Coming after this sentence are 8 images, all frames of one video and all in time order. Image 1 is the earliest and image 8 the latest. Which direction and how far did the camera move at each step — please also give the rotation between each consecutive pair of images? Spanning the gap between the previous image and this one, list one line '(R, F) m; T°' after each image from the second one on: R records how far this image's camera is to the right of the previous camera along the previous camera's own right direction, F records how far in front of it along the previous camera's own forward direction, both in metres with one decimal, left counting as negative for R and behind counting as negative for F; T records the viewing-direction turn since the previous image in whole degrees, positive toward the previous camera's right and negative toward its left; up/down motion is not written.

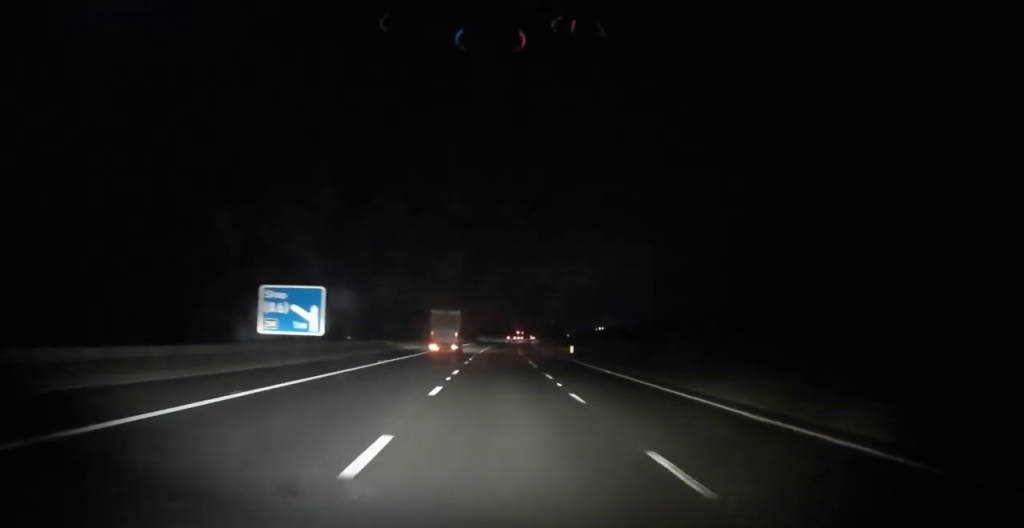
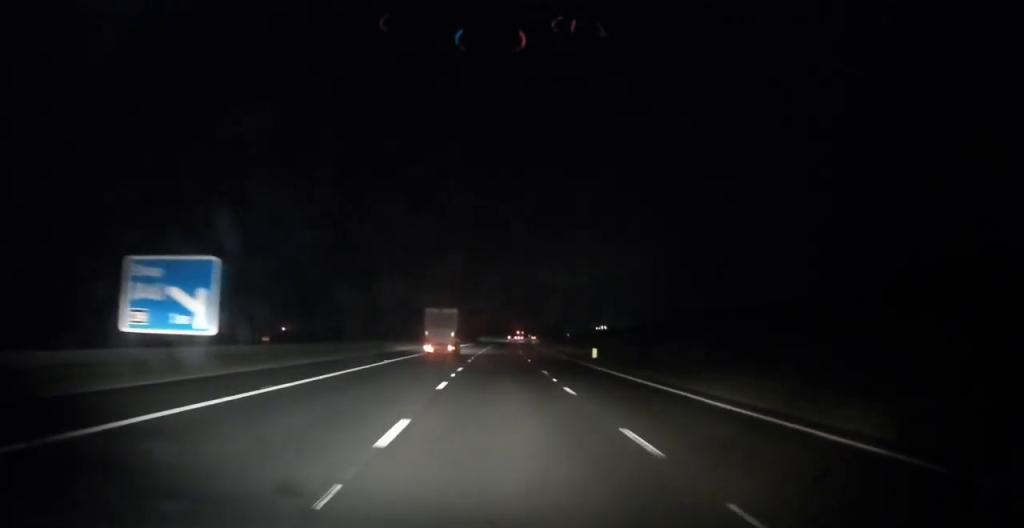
(-0.1, +16.0) m; 0°
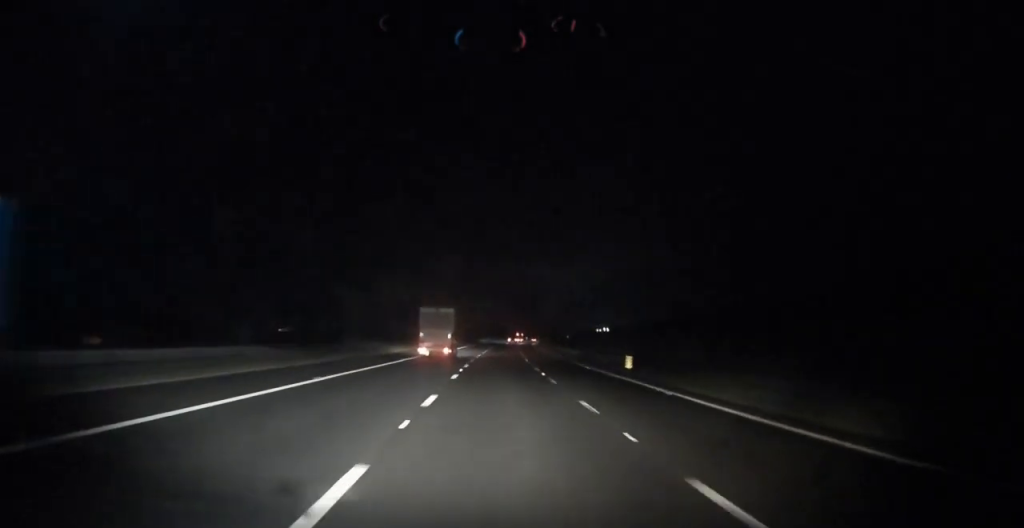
(+0.1, +13.0) m; 0°
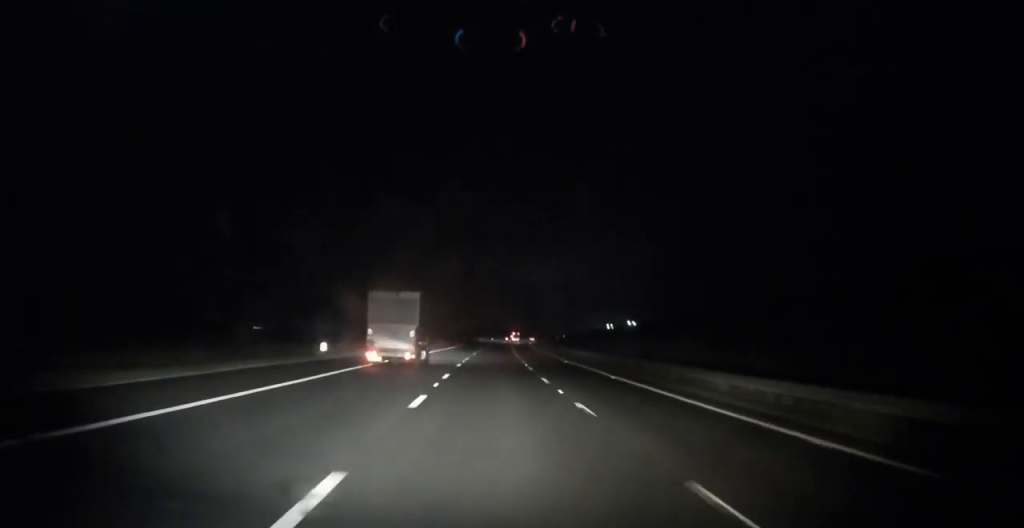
(+1.2, +66.3) m; +2°
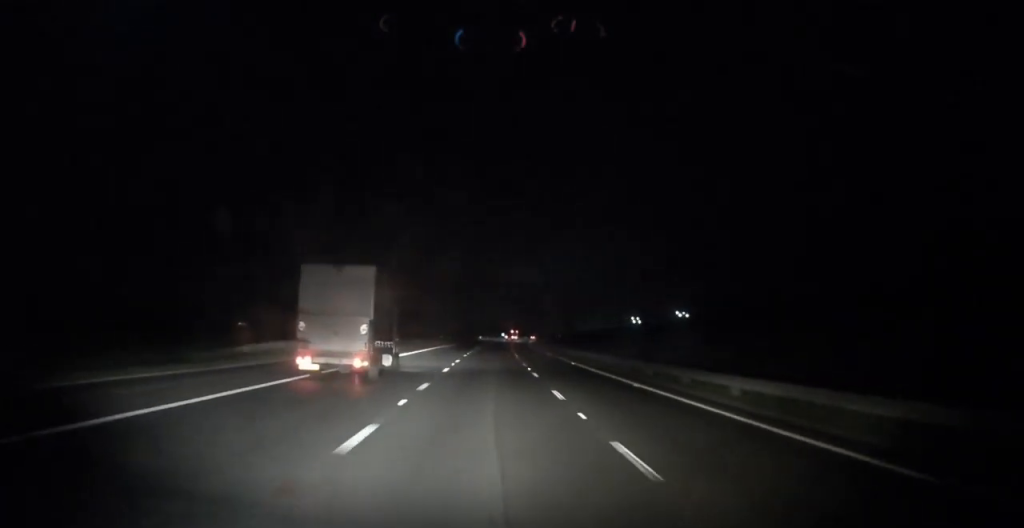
(+0.3, +42.2) m; +1°
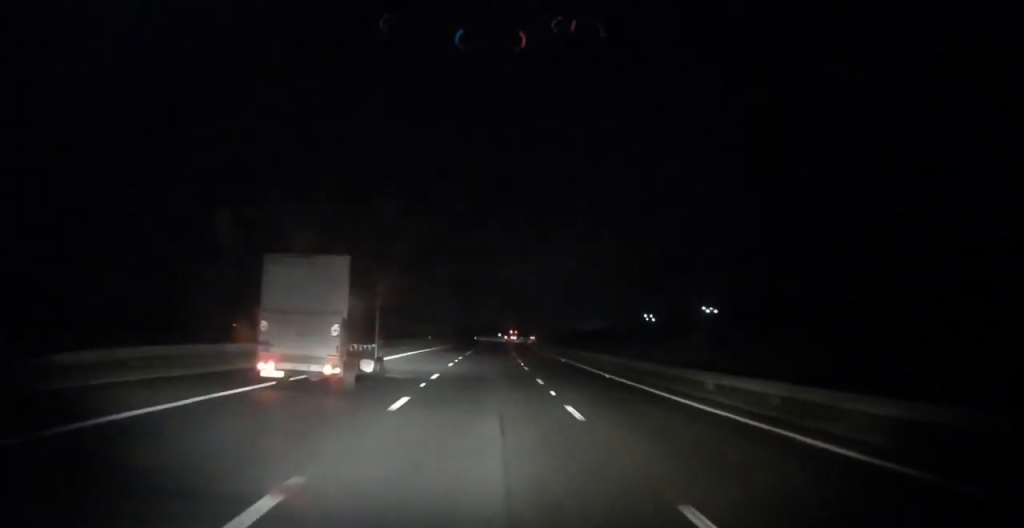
(+0.1, +13.1) m; 0°
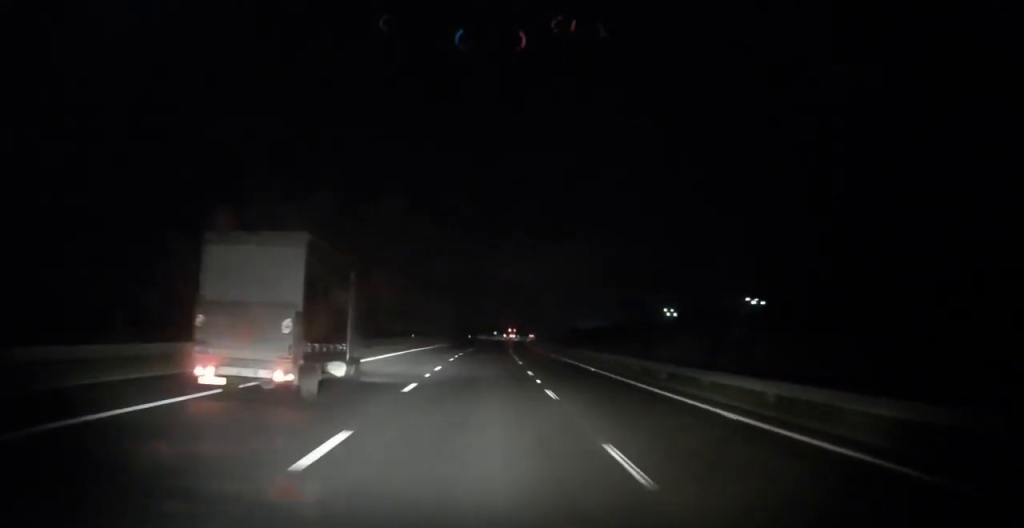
(0.0, +15.0) m; 0°
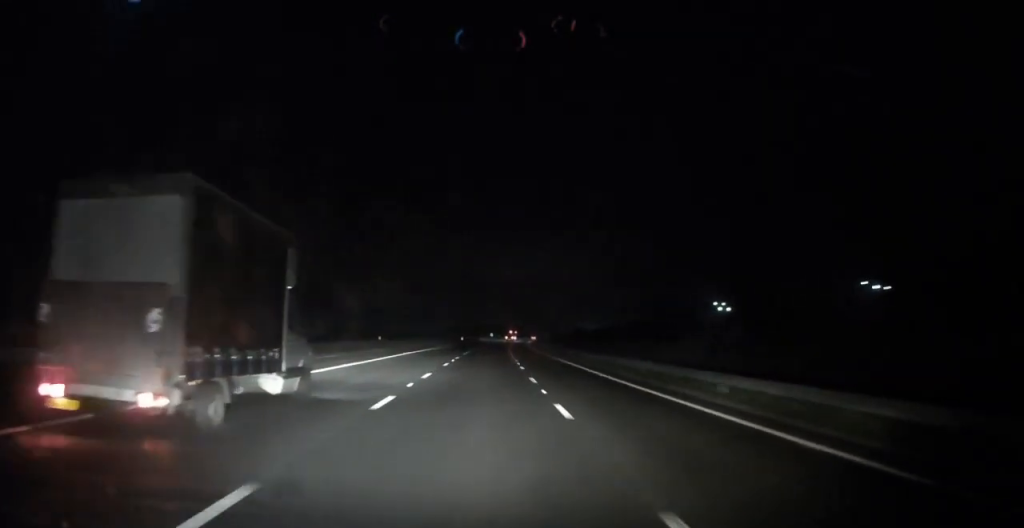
(+0.1, +22.0) m; 0°
